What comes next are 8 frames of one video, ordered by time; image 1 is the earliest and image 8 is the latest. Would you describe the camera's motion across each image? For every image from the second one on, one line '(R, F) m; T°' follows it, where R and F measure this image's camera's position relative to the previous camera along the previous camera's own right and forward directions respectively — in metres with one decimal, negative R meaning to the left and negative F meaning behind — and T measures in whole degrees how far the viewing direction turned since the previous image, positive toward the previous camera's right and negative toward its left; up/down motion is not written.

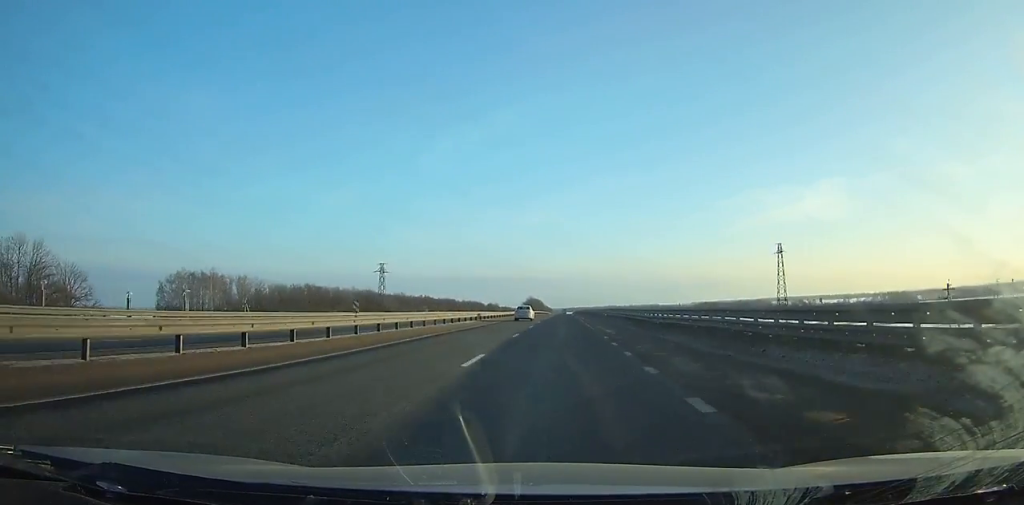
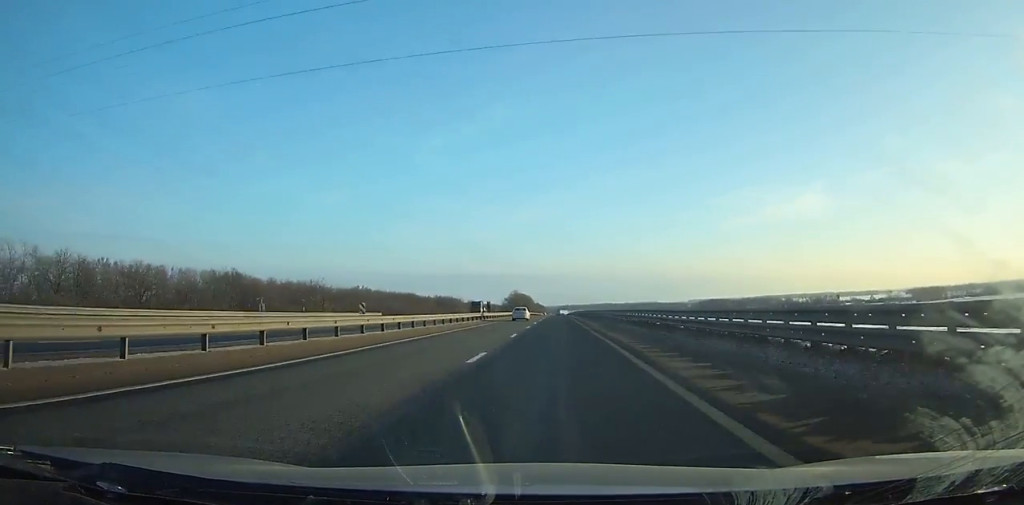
(-0.4, +122.1) m; 0°
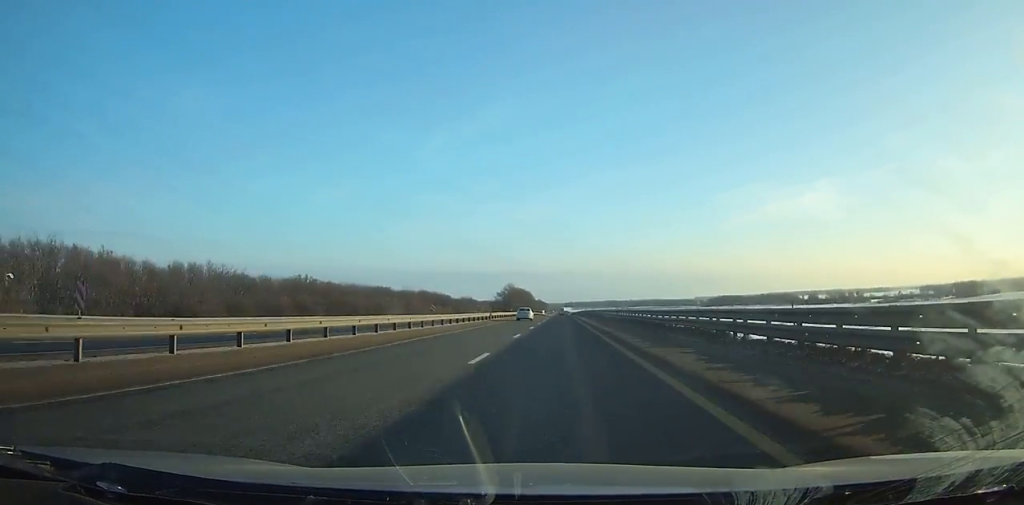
(0.0, +73.8) m; 0°
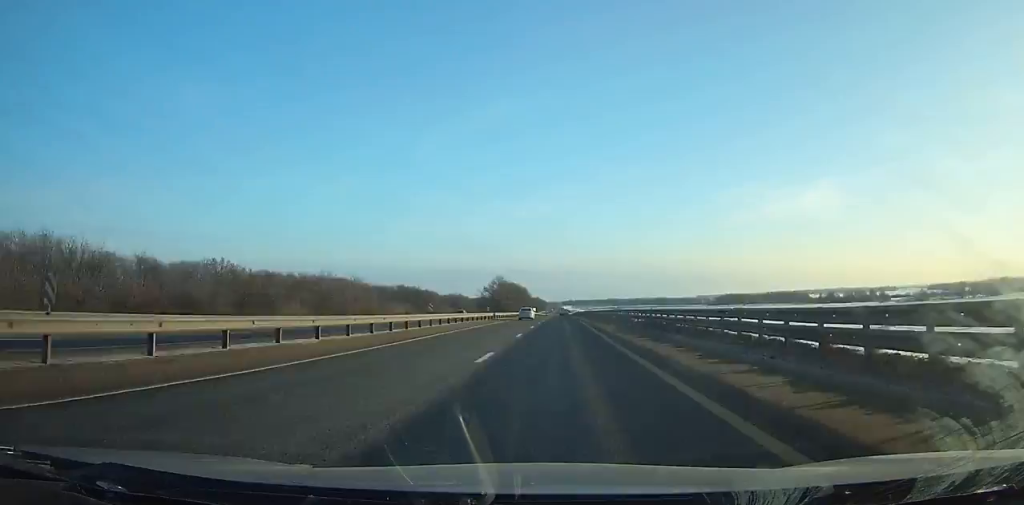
(0.0, +61.4) m; 0°
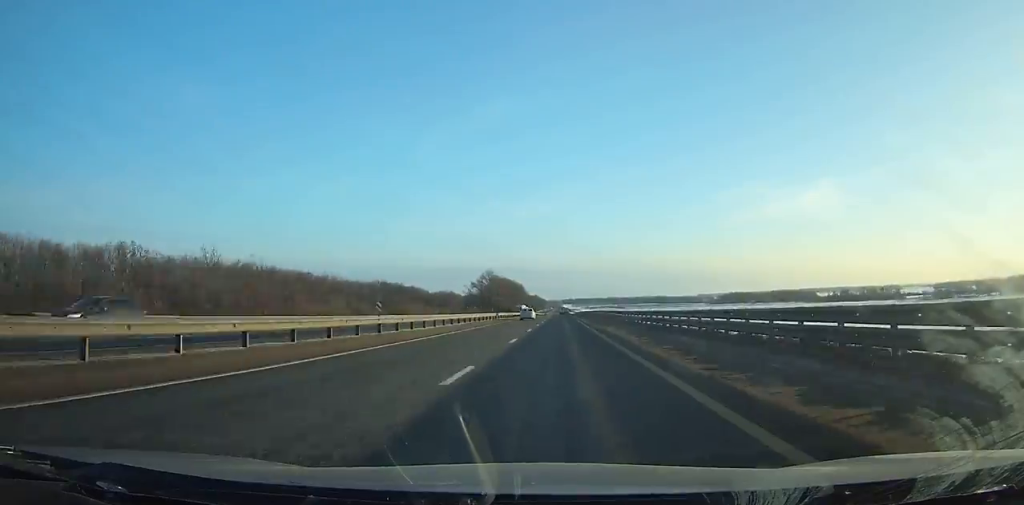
(0.0, +41.2) m; 0°
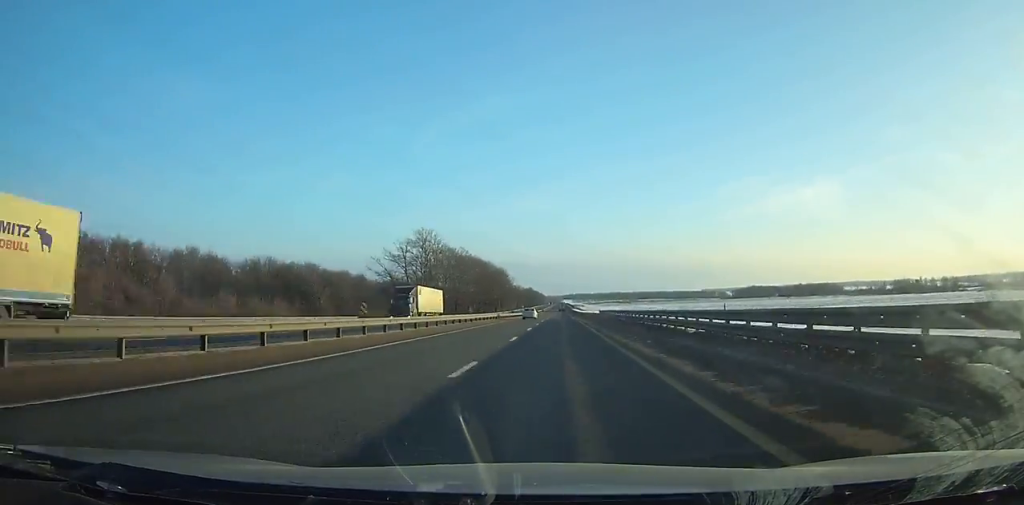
(0.0, +122.0) m; 0°
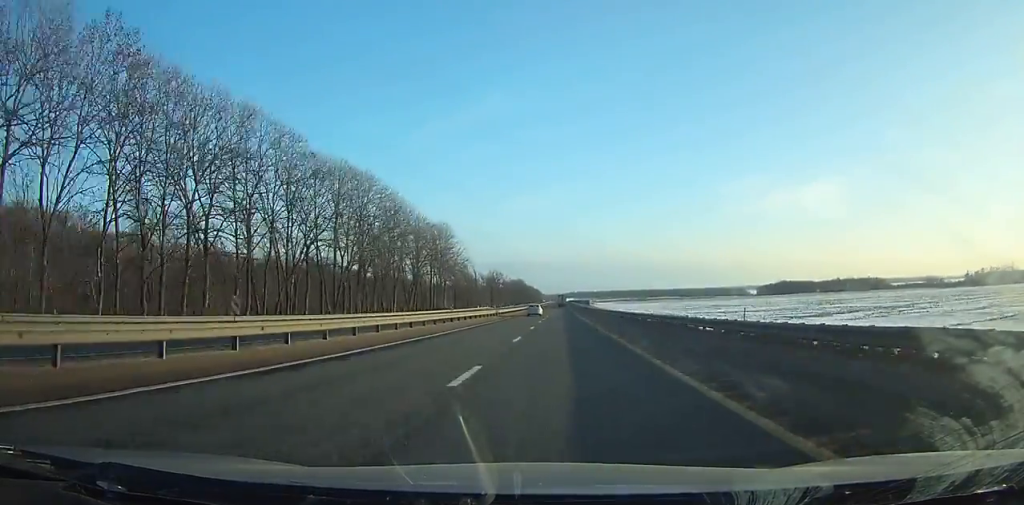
(-0.1, +159.1) m; 0°
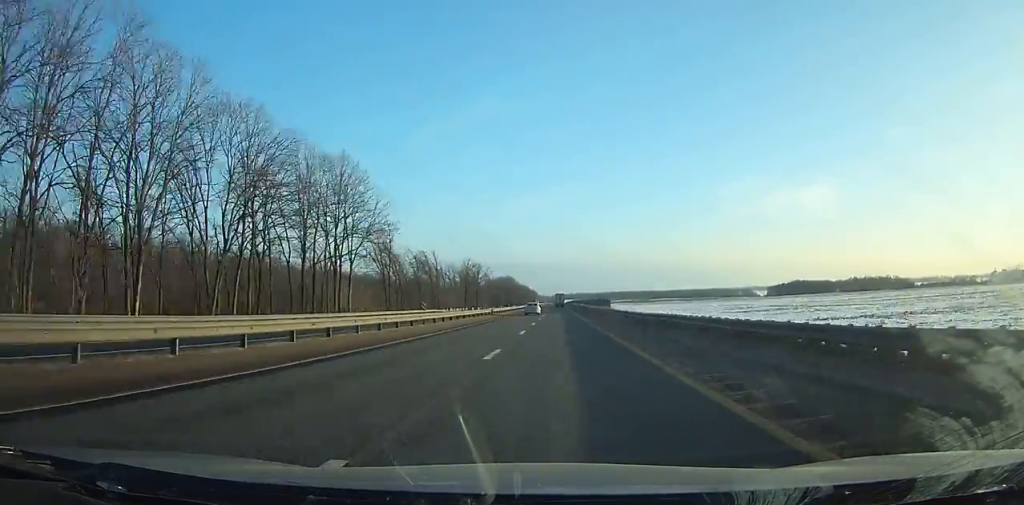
(0.0, +67.4) m; 0°
